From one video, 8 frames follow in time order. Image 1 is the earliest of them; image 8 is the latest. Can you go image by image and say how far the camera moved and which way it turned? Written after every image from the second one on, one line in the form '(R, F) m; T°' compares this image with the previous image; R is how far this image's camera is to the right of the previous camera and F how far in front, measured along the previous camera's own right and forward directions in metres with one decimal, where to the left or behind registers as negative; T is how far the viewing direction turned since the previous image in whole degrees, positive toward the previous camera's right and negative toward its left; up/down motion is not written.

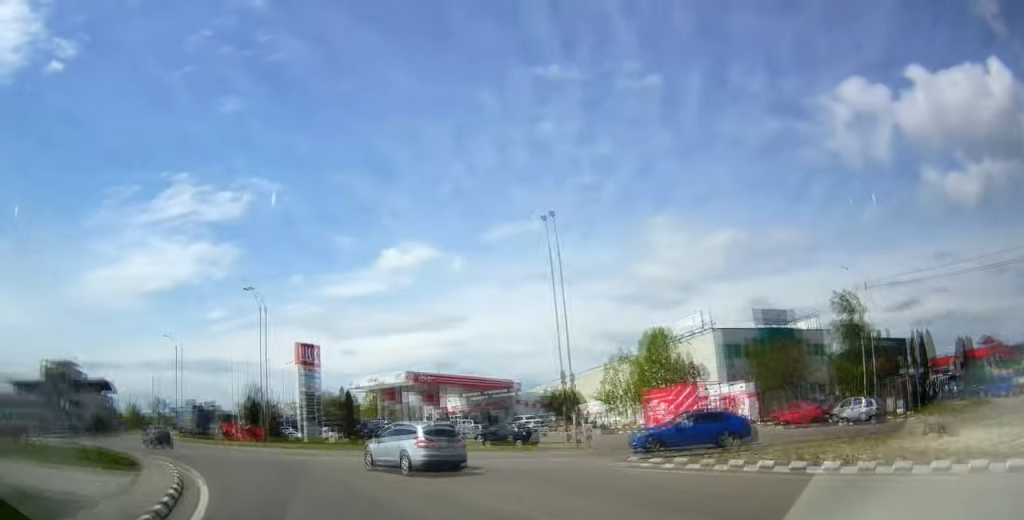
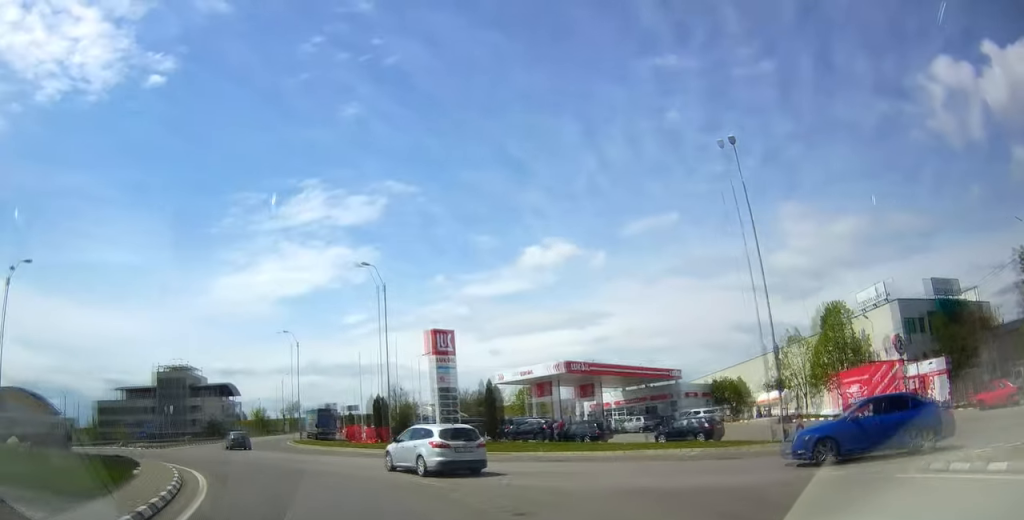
(-1.6, +7.3) m; -14°
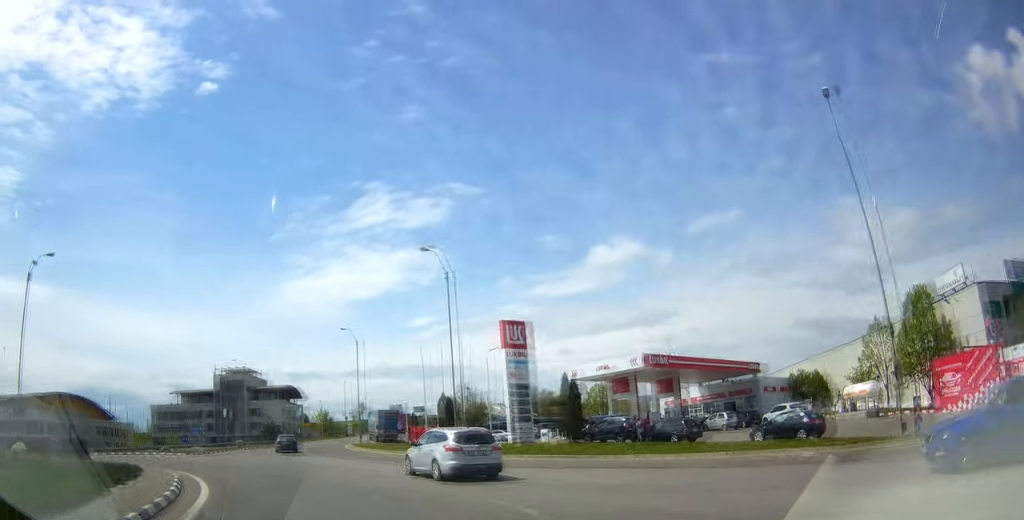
(-0.2, +3.8) m; -1°
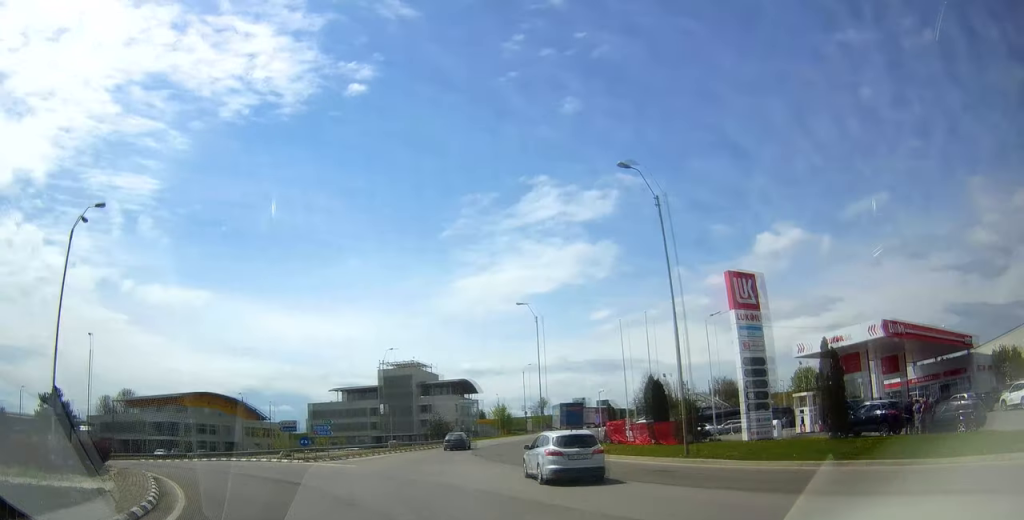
(0.0, +10.1) m; -10°
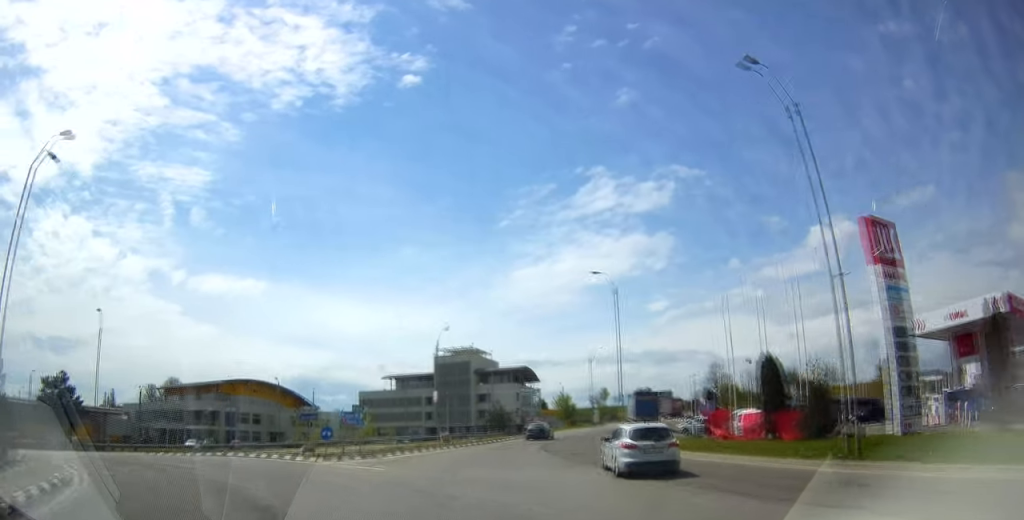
(-0.8, +6.8) m; -11°
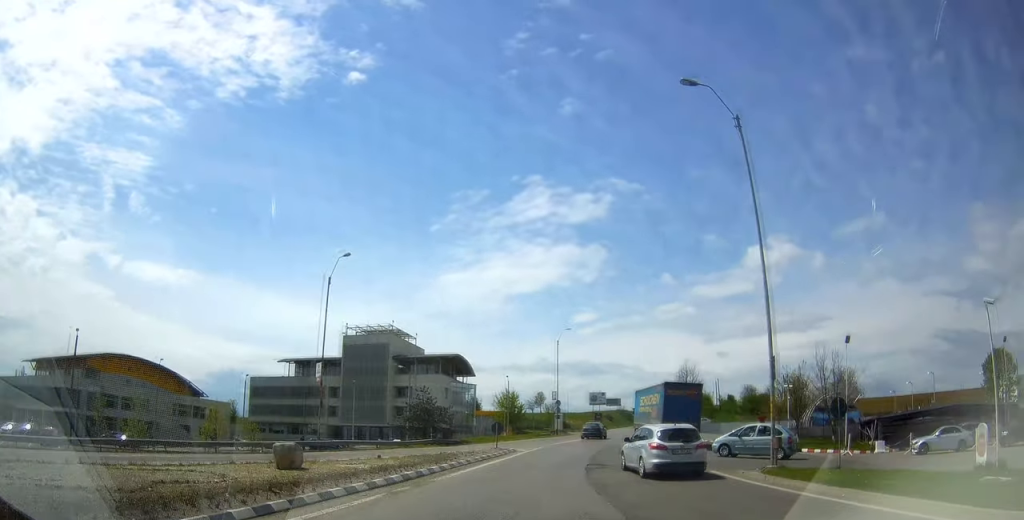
(-8.3, +24.9) m; -28°
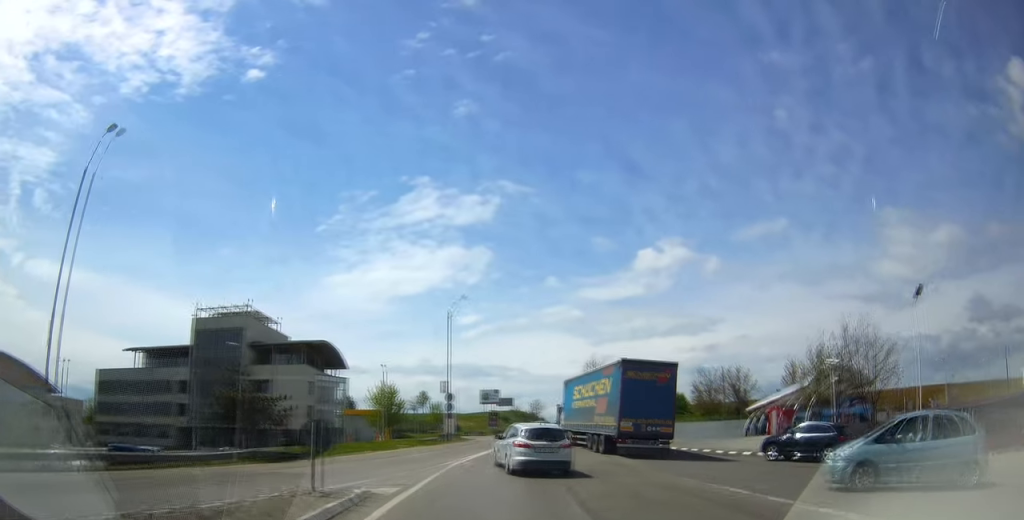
(+0.5, +17.8) m; +5°
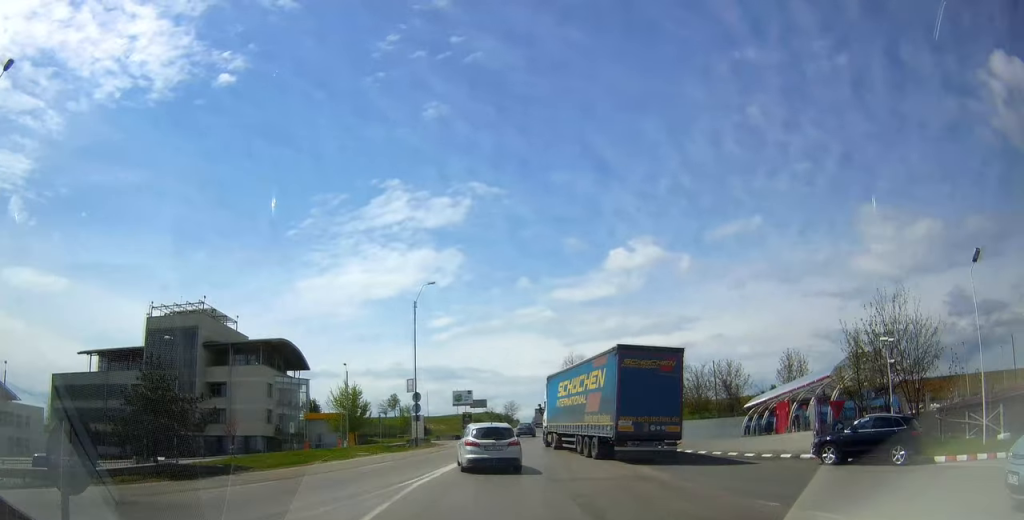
(0.0, +6.1) m; +3°
